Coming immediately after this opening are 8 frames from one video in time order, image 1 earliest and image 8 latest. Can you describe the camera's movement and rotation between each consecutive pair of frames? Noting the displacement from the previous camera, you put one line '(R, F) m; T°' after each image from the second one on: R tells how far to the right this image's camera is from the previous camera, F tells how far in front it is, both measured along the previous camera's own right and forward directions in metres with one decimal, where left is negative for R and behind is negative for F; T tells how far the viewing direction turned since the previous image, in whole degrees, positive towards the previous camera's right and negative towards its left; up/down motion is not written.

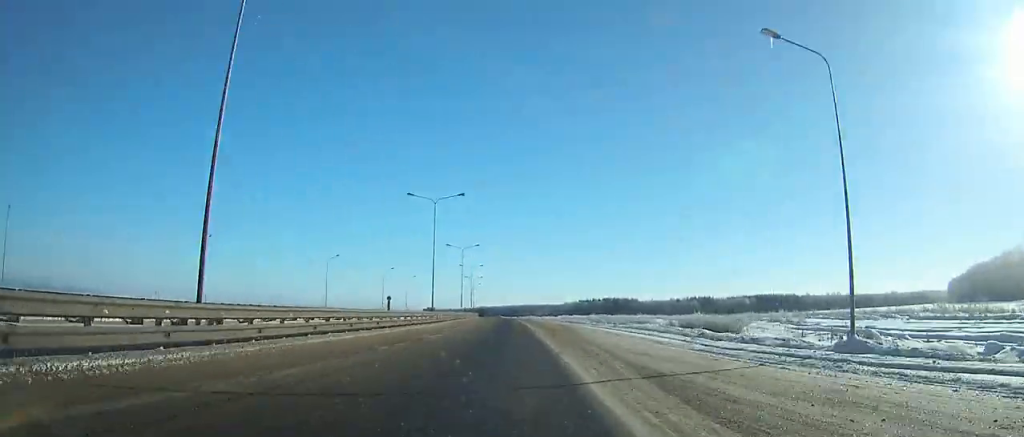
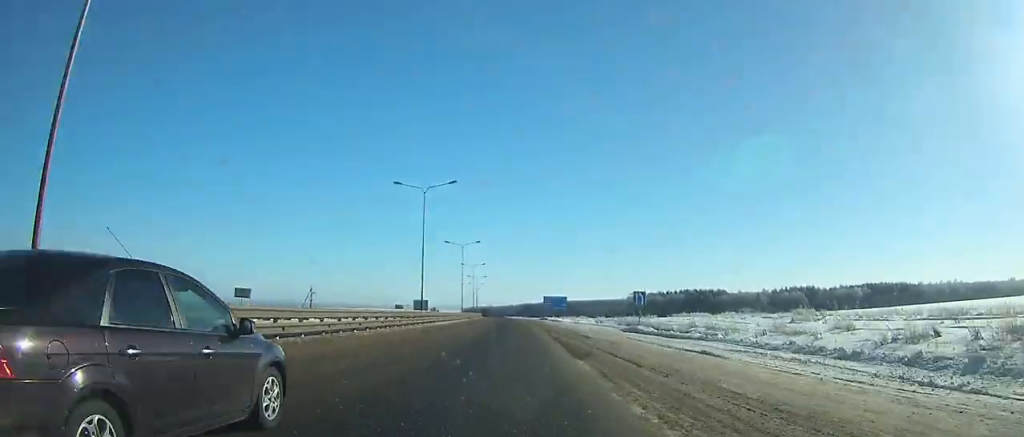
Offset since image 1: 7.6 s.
(-5.8, +164.7) m; -4°
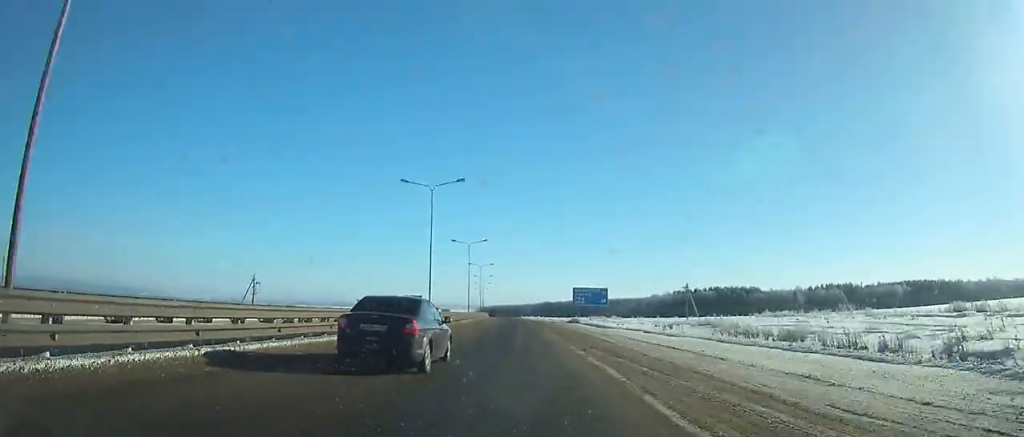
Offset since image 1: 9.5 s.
(-0.5, +40.9) m; -1°
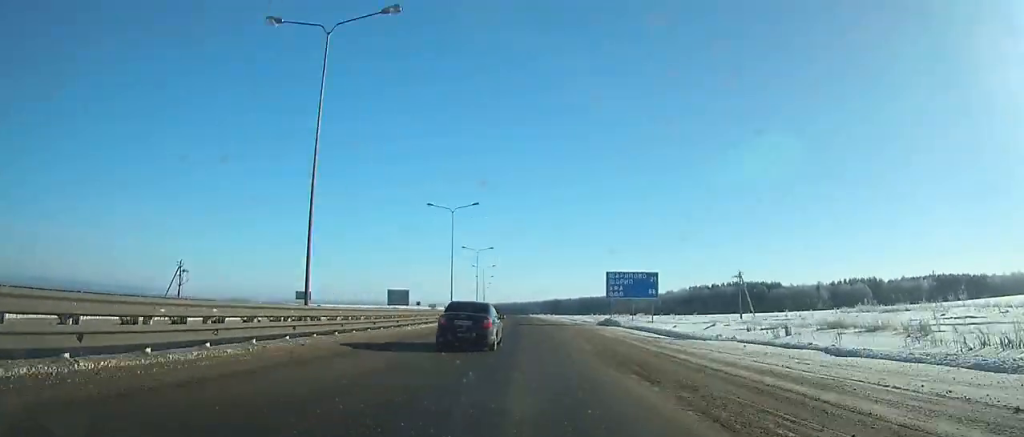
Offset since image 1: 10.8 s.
(-0.2, +27.9) m; -1°
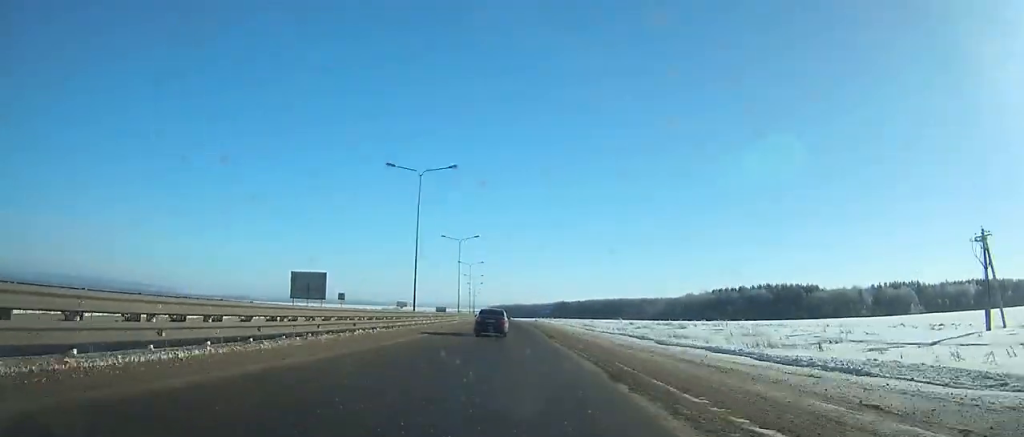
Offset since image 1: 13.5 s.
(-0.6, +57.8) m; -1°
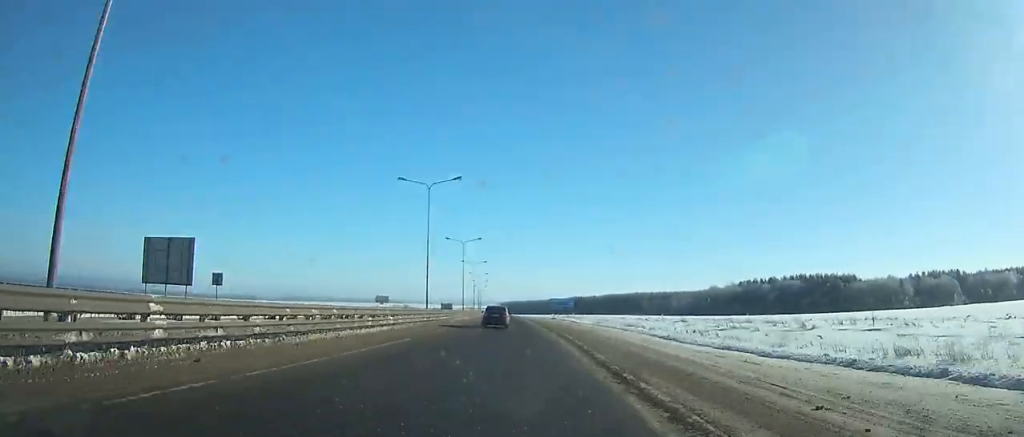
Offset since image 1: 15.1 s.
(-0.3, +34.2) m; -1°
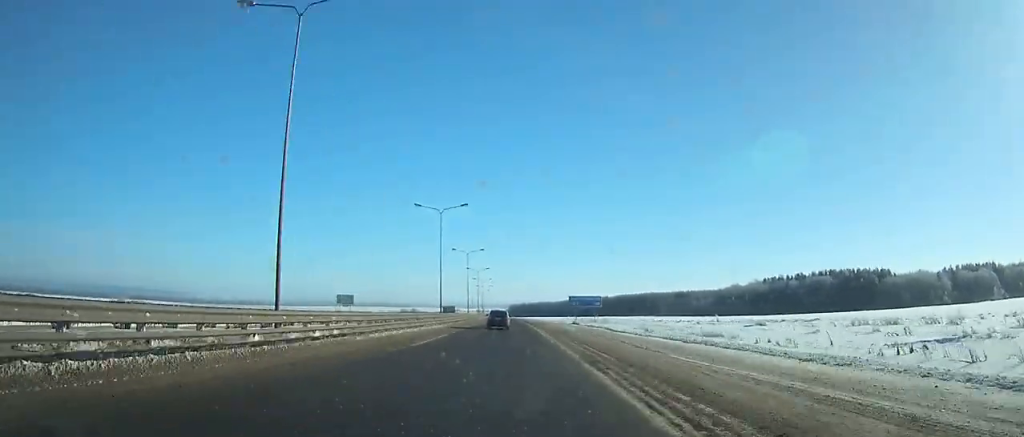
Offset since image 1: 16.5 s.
(-0.1, +29.9) m; -1°
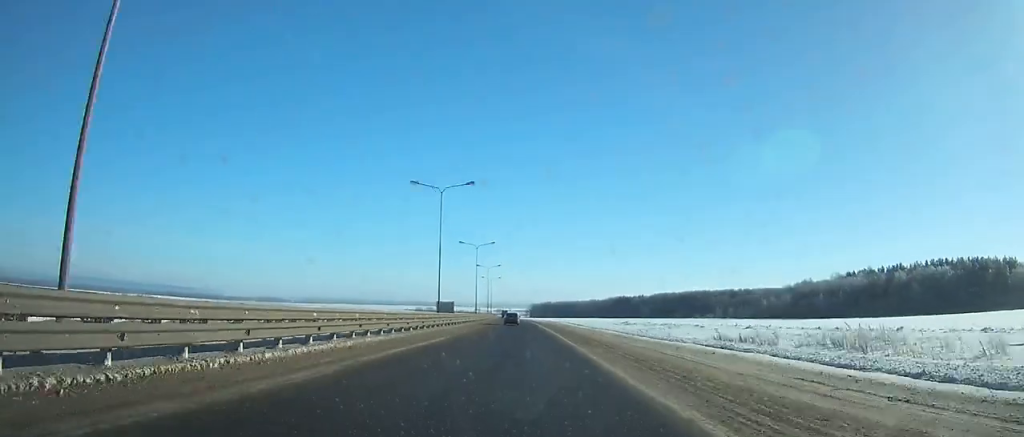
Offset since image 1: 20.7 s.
(-2.1, +90.2) m; -2°
